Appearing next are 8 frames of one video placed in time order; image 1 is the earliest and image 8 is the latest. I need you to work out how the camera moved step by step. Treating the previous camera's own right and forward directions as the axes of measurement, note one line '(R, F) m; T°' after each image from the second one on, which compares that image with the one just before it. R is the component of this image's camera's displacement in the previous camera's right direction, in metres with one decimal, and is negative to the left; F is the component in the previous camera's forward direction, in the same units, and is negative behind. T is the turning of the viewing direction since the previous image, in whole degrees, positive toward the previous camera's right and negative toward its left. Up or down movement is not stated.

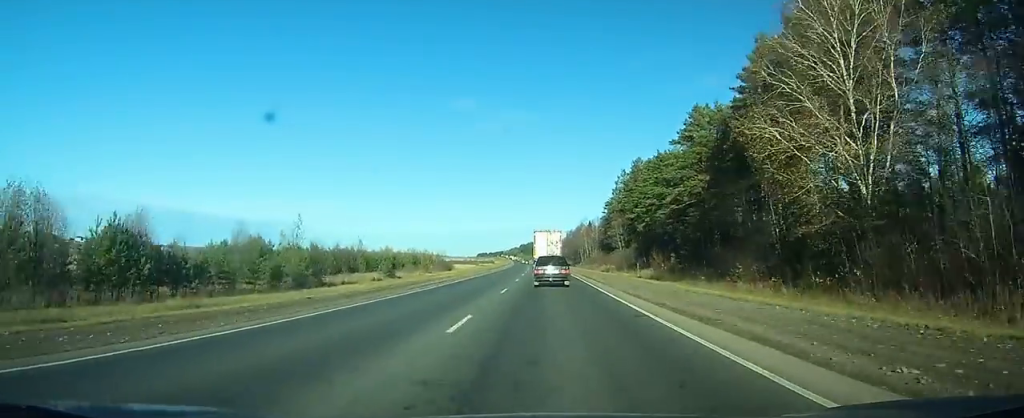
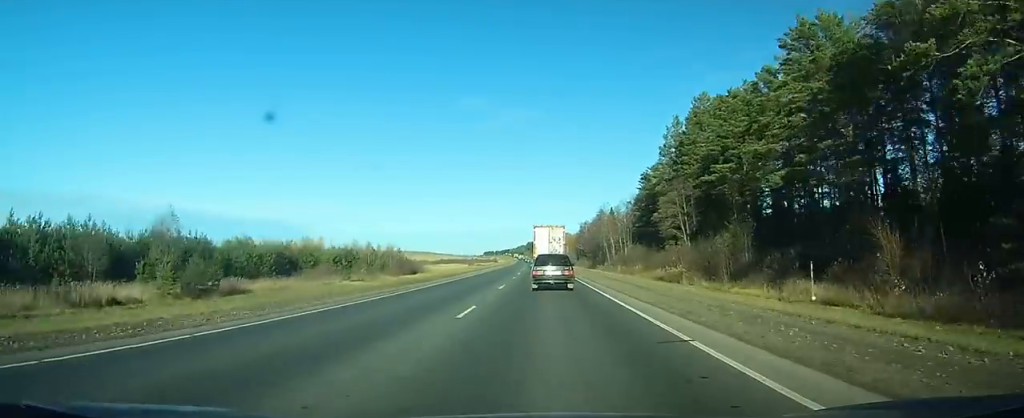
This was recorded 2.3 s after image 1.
(-0.2, +57.0) m; -1°
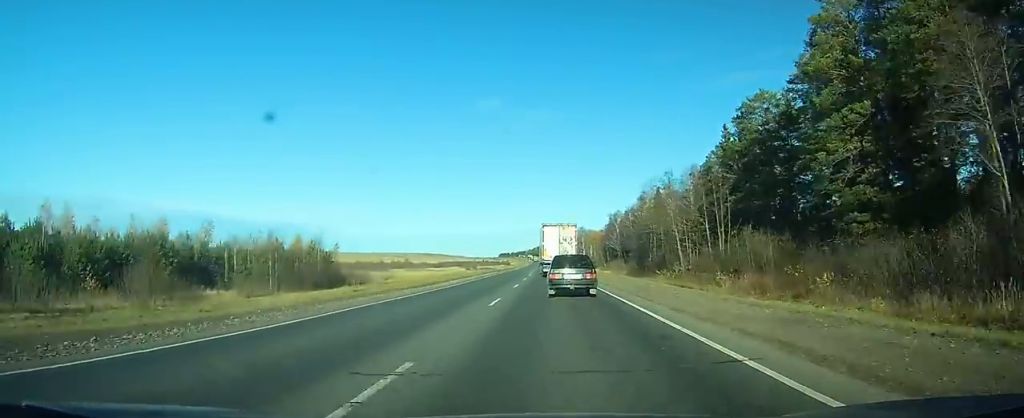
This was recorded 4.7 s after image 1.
(-0.5, +56.5) m; -1°
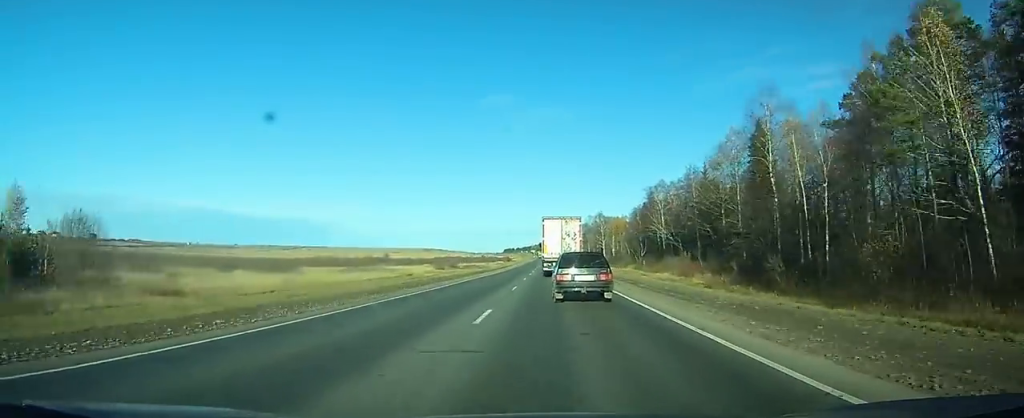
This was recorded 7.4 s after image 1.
(-0.8, +64.6) m; -1°
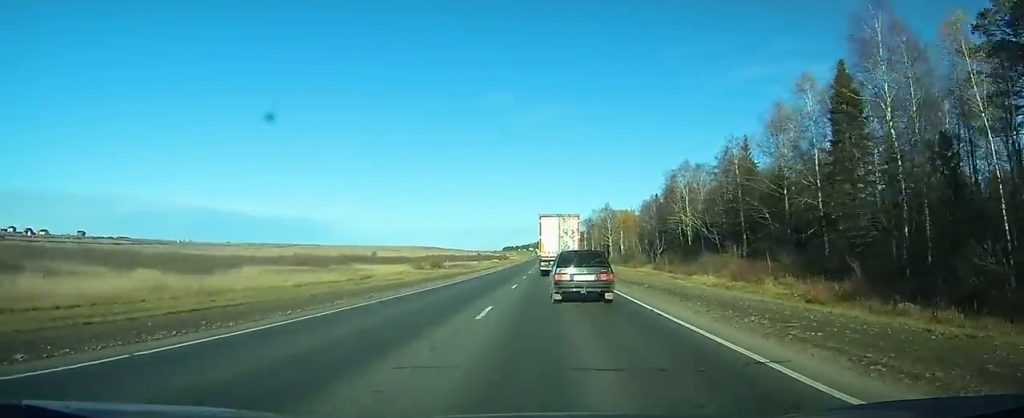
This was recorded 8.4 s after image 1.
(-0.1, +23.3) m; 0°
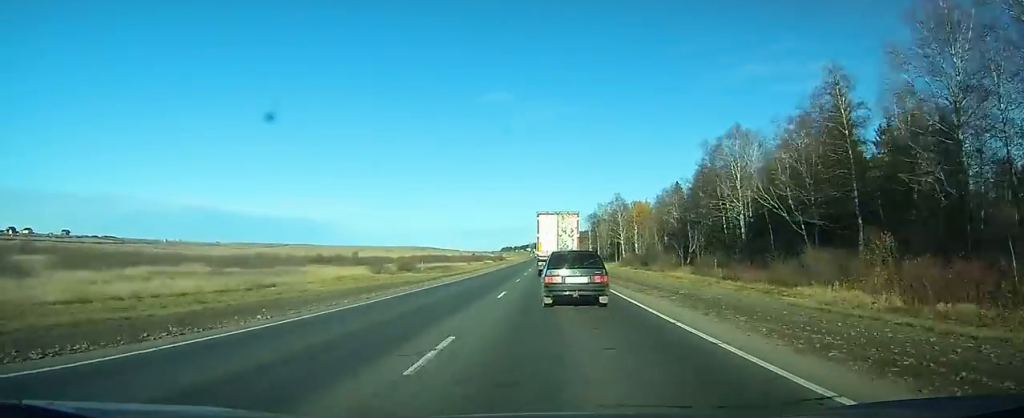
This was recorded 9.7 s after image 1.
(+0.1, +29.1) m; 0°
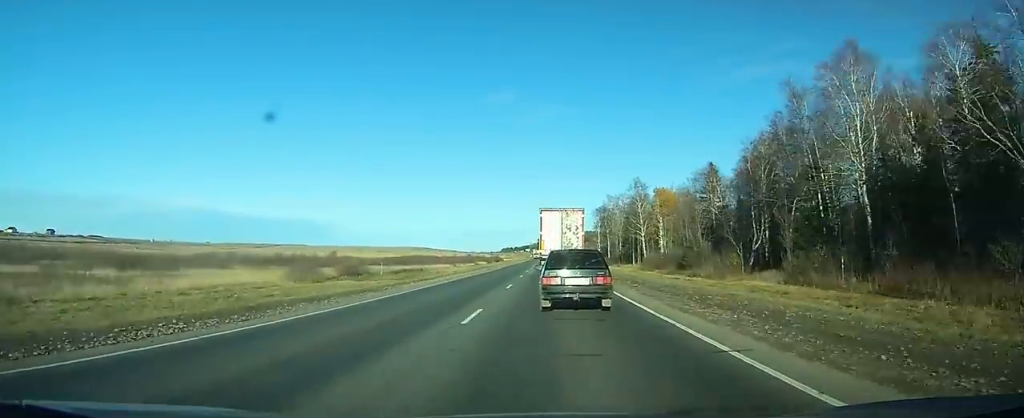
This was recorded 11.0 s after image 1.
(0.0, +30.5) m; 0°
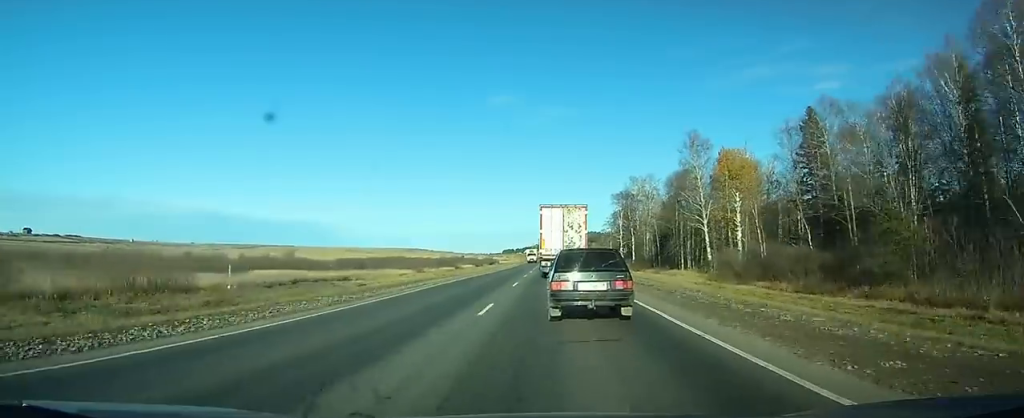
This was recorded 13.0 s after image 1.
(0.0, +45.4) m; 0°
